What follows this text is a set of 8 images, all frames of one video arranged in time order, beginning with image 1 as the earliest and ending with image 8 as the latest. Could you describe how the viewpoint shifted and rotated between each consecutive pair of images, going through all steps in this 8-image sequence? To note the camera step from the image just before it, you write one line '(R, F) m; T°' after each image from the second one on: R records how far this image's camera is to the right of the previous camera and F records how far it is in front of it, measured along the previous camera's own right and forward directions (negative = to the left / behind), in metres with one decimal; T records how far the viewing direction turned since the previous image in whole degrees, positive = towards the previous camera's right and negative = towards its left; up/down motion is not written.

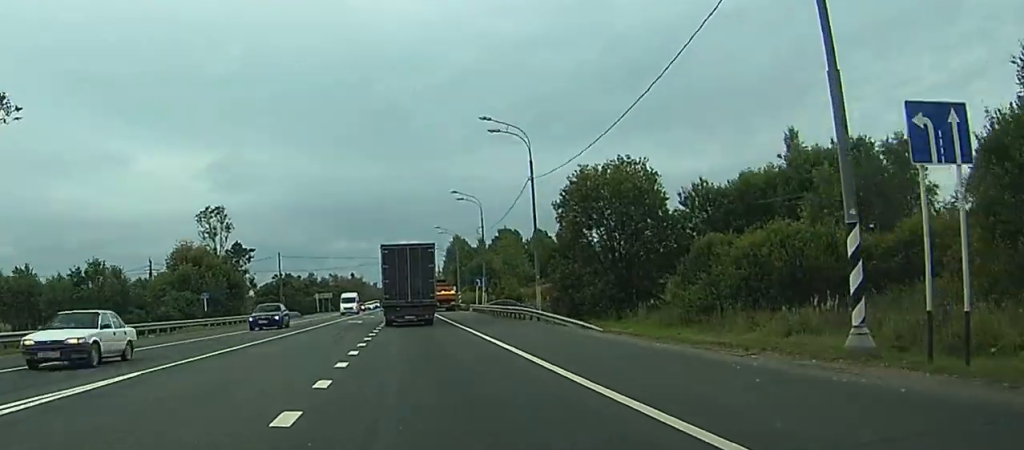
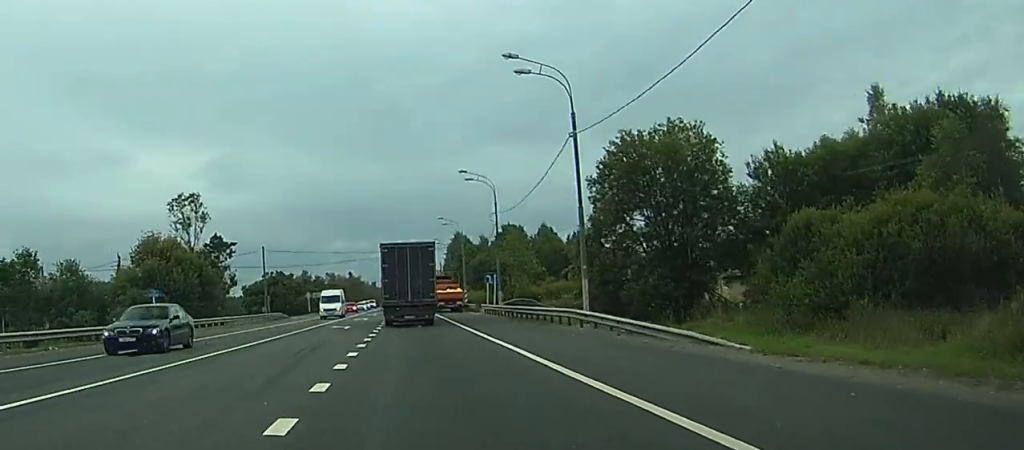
(0.0, +12.6) m; 0°
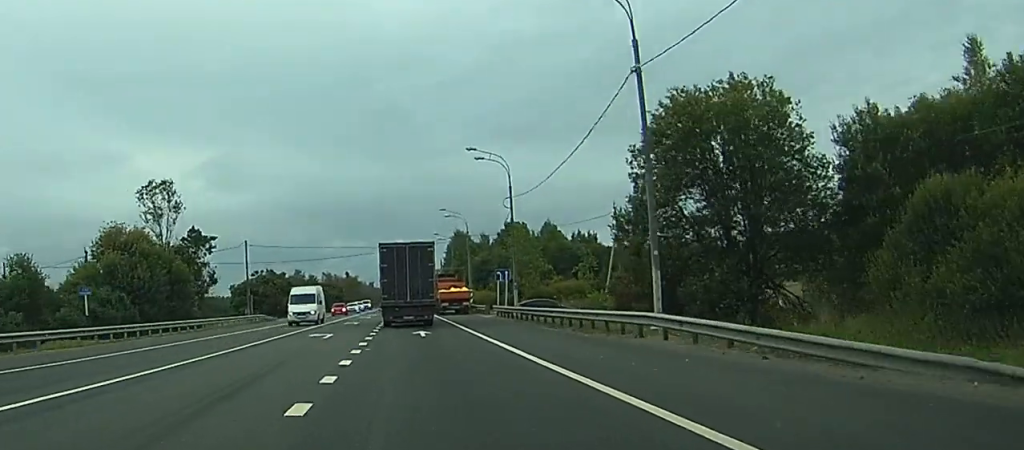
(-0.1, +10.5) m; 0°
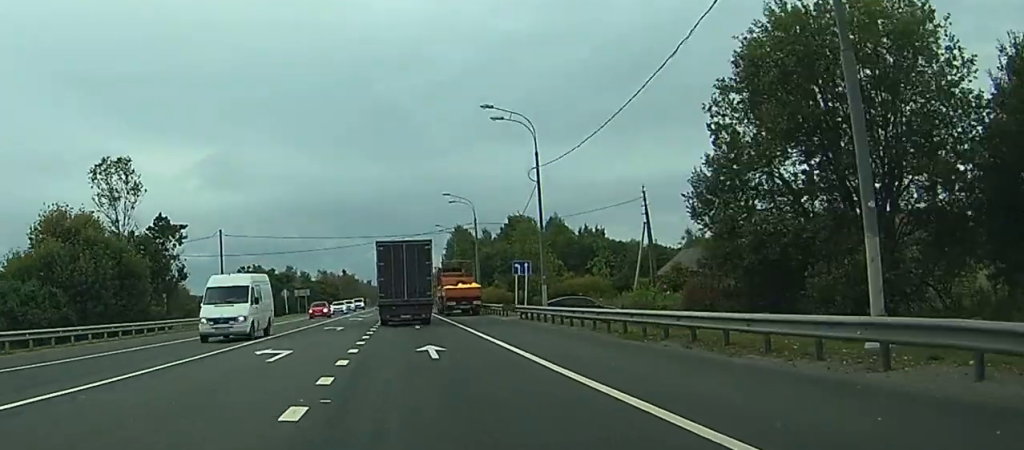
(+0.1, +12.6) m; 0°
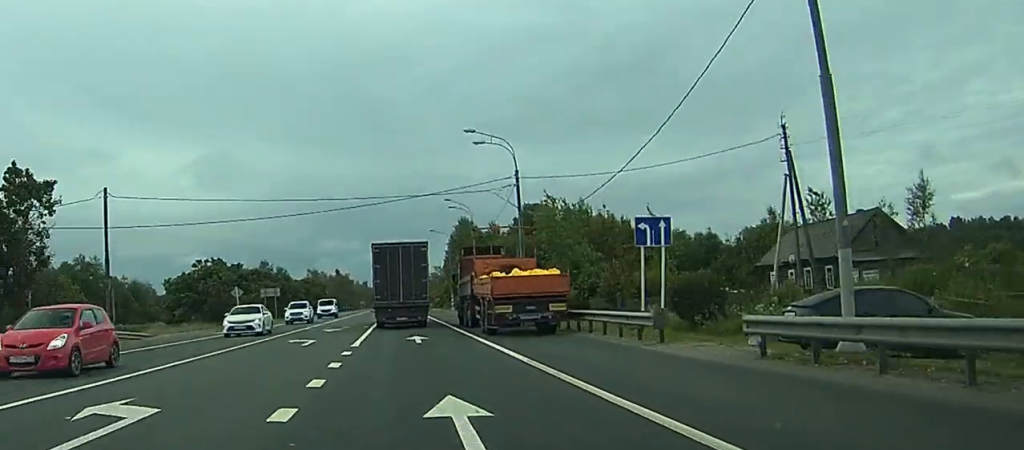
(+0.2, +32.8) m; 0°
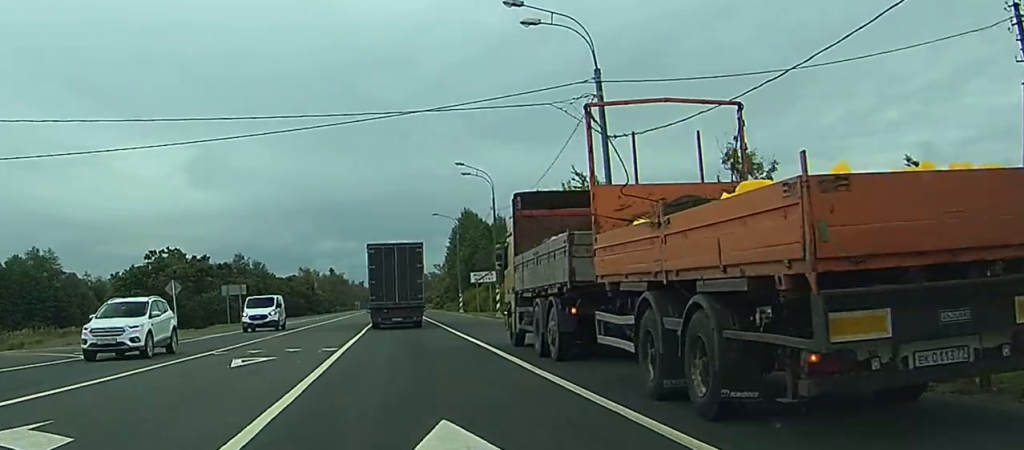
(-0.1, +22.8) m; 0°
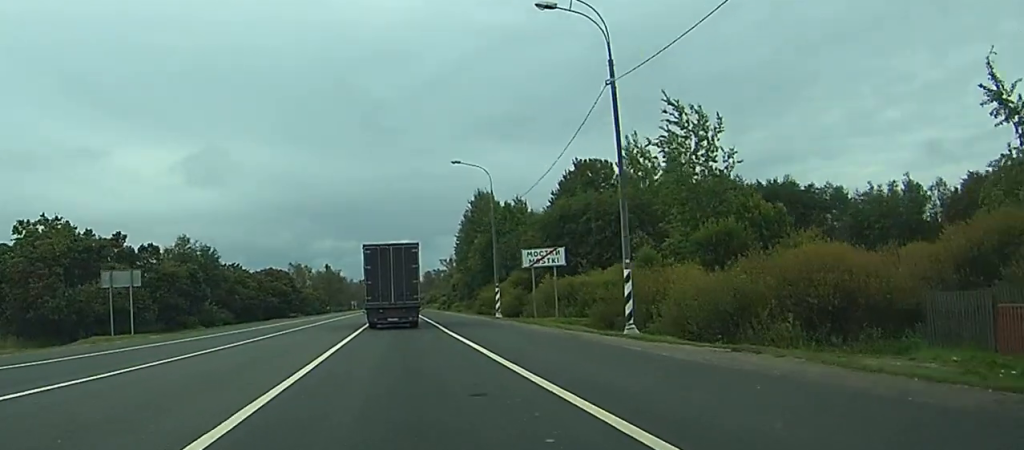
(+0.1, +36.5) m; +1°
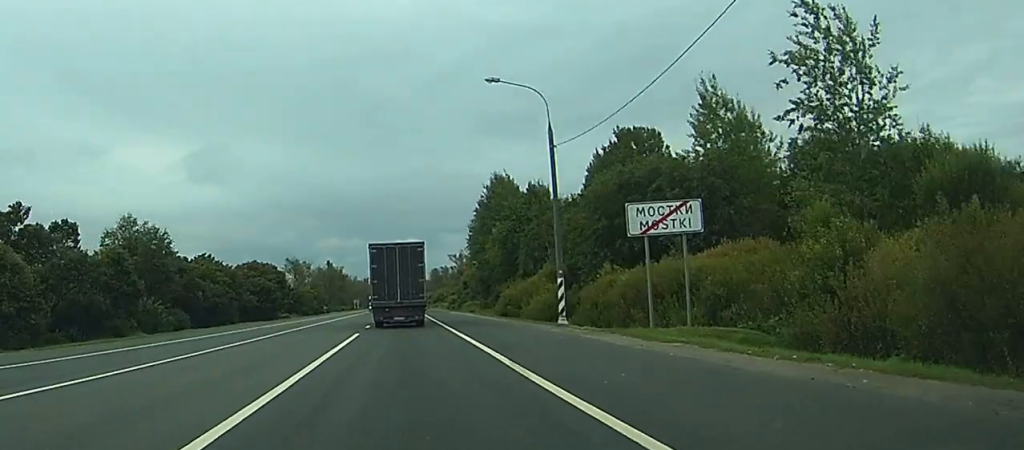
(+0.1, +22.9) m; 0°
